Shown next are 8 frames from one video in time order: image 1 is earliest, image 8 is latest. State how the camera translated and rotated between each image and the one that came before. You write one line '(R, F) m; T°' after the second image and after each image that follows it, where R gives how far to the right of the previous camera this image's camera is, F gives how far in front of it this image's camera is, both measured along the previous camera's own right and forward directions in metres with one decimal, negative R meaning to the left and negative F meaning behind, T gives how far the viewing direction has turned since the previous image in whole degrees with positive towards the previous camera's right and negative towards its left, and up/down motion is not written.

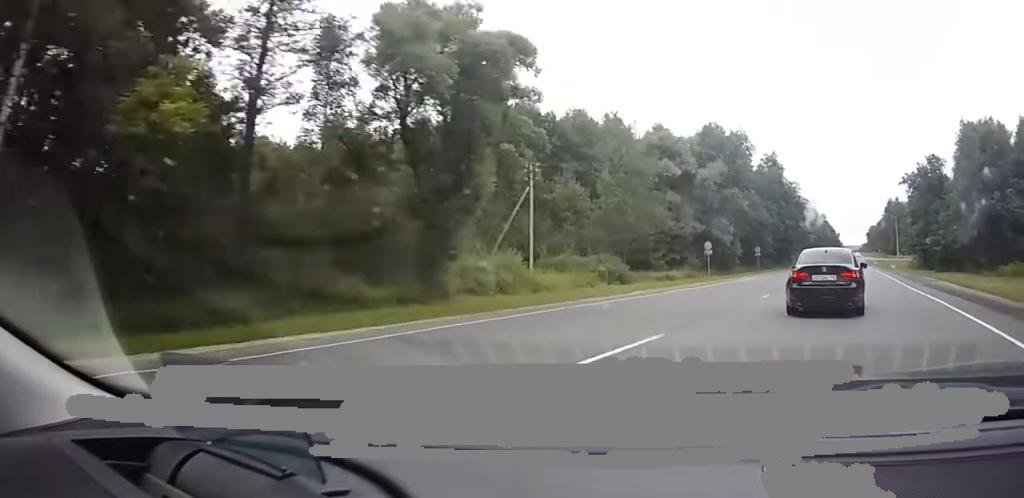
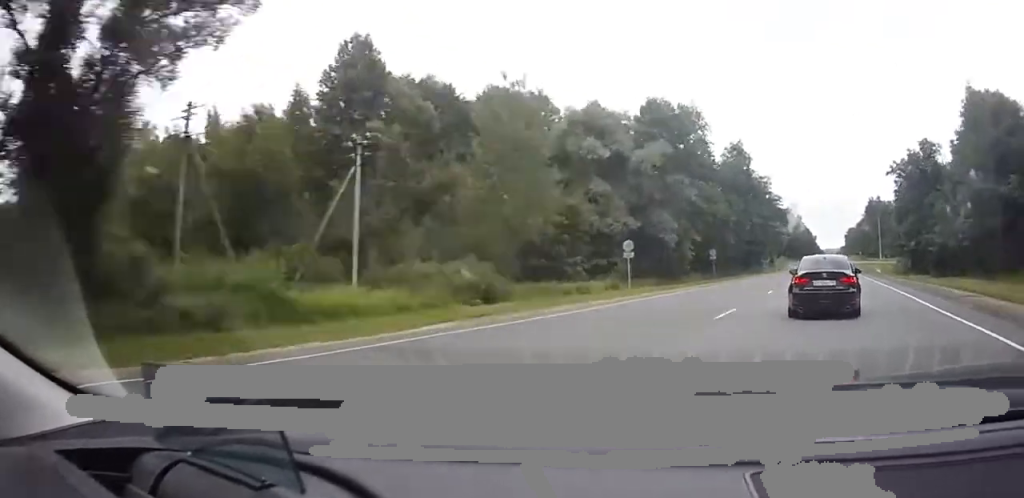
(0.0, +15.5) m; 0°
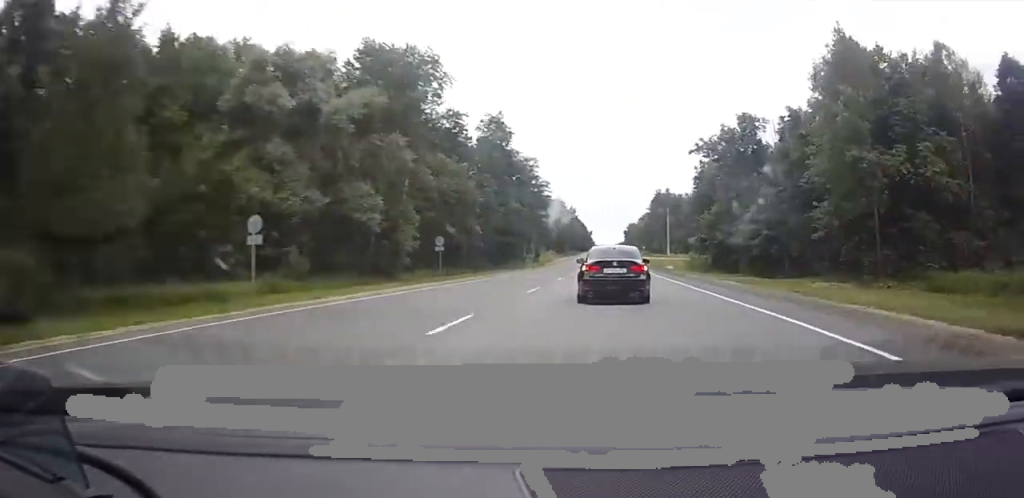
(+0.1, +17.6) m; 0°
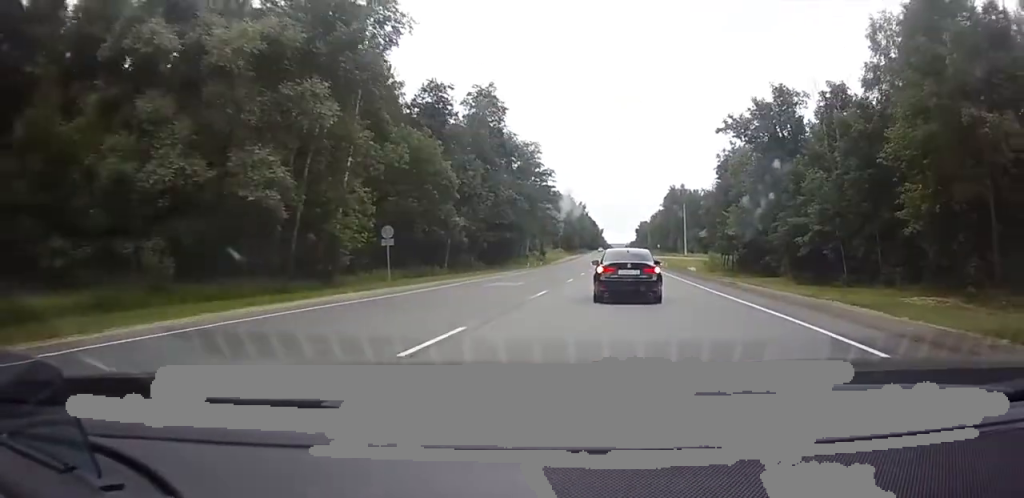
(0.0, +14.4) m; 0°
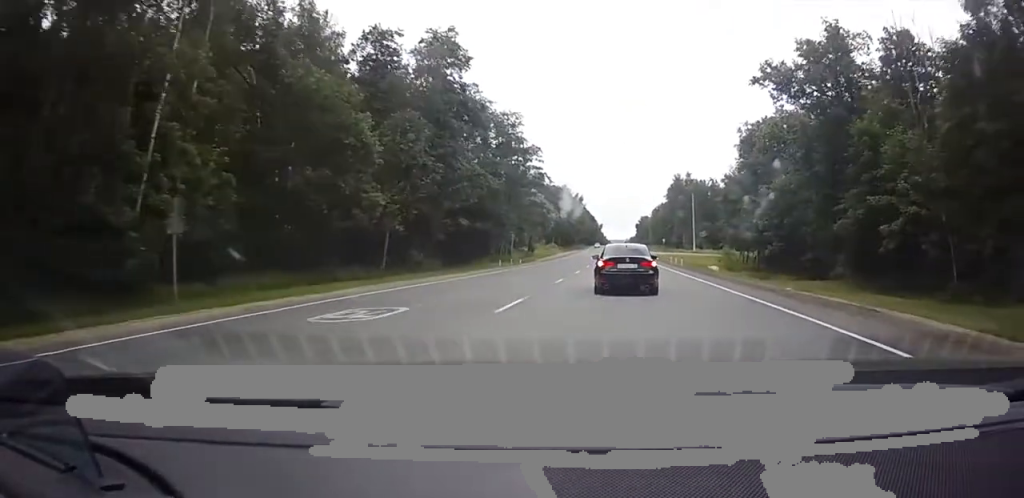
(0.0, +18.7) m; 0°
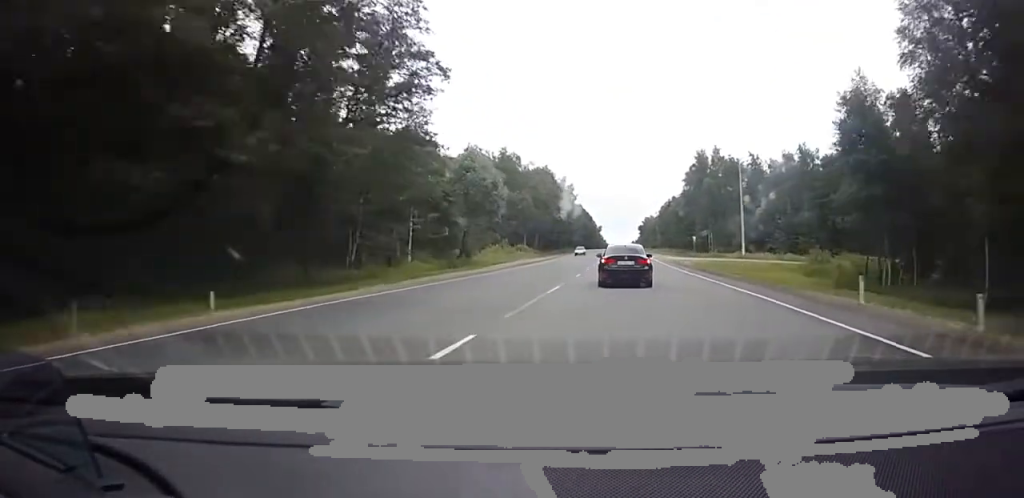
(0.0, +55.4) m; 0°
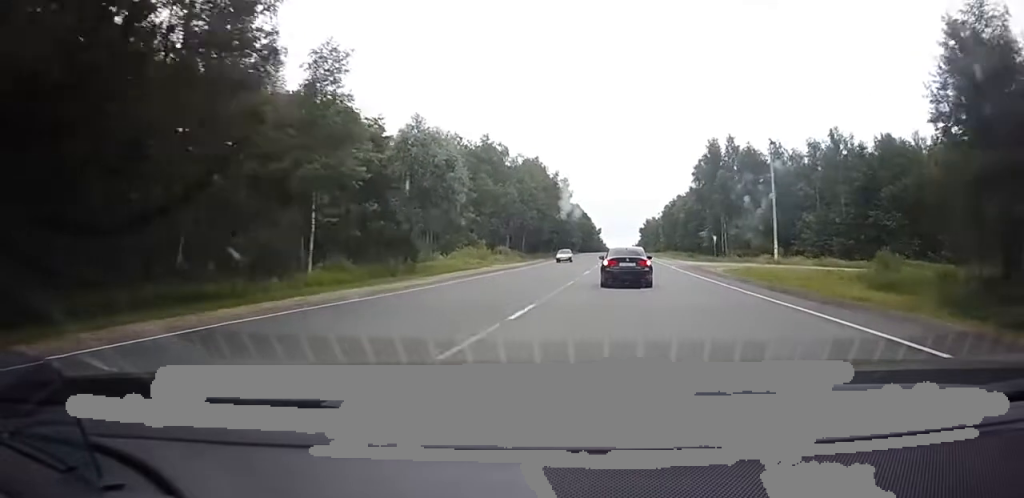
(0.0, +17.8) m; 0°
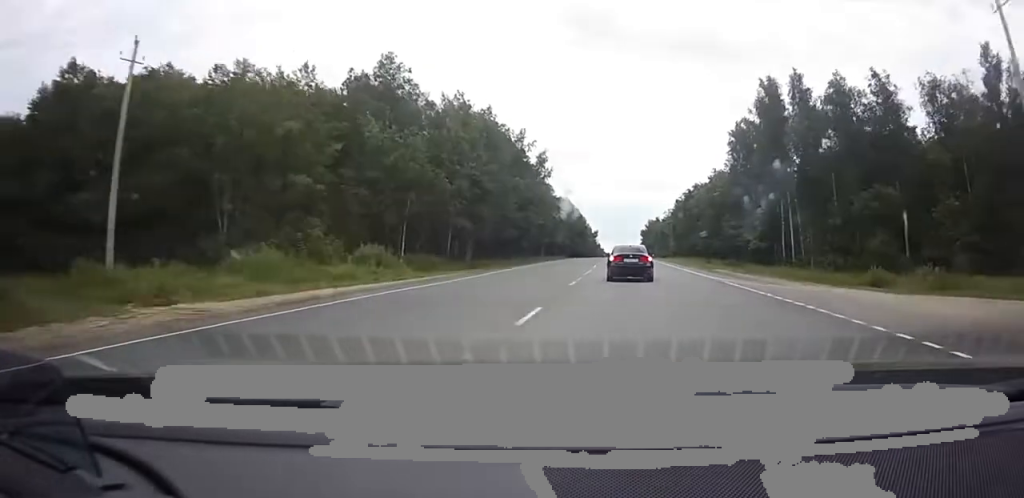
(+0.1, +48.7) m; 0°
